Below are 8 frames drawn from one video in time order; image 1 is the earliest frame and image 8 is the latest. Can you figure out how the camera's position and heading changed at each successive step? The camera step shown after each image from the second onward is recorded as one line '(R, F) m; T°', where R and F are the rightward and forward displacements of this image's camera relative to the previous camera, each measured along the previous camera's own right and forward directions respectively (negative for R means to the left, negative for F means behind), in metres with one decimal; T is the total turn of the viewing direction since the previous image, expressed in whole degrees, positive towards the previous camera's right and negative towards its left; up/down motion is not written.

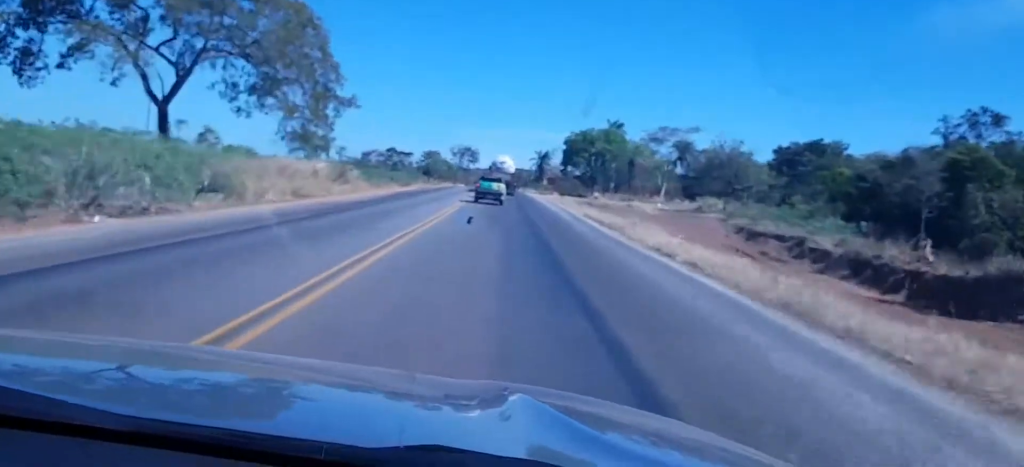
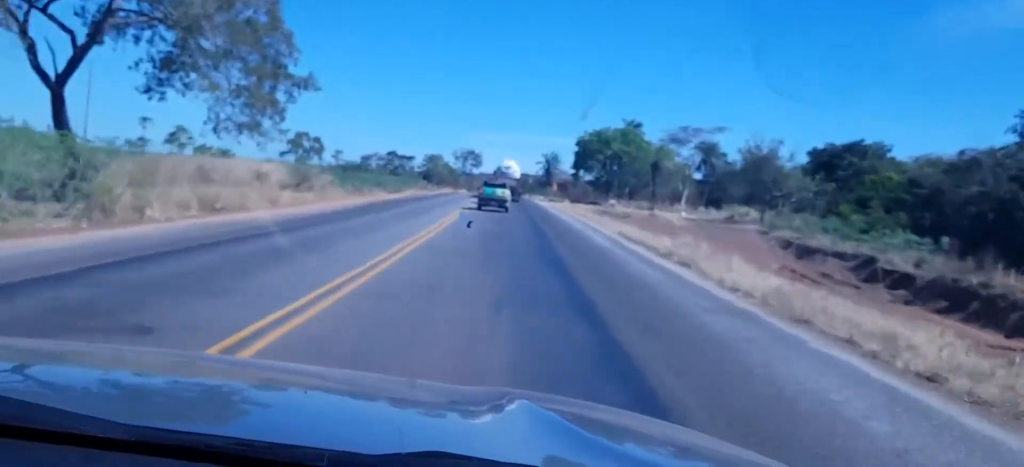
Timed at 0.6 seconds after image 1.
(-0.2, +13.1) m; 0°
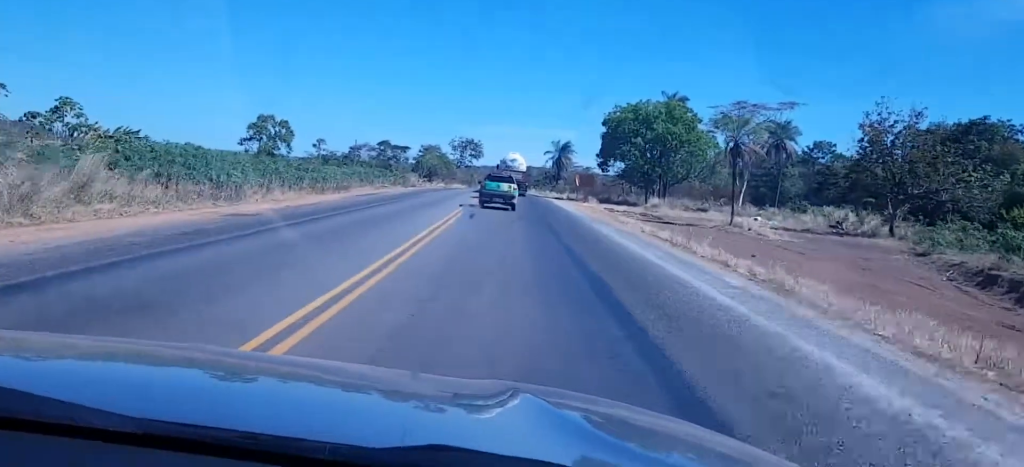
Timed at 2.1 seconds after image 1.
(+0.5, +31.9) m; +1°
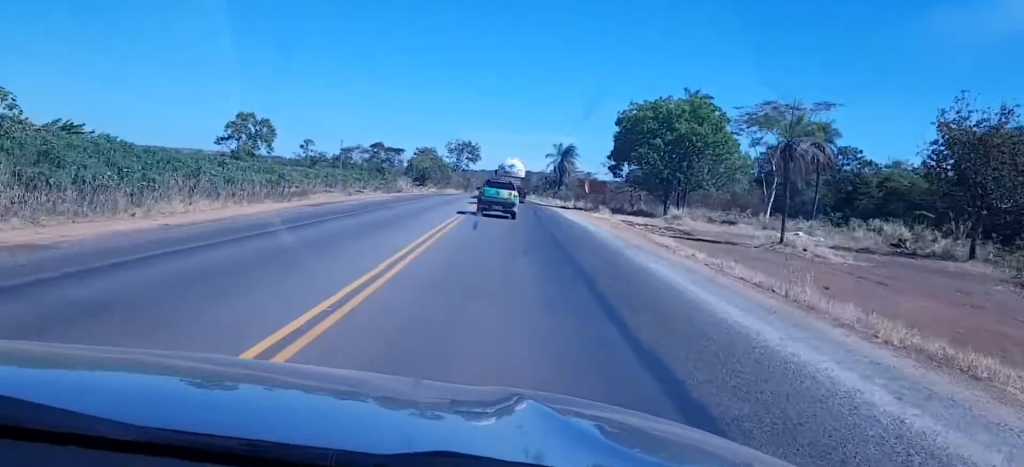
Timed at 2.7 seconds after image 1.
(-0.3, +11.2) m; +1°
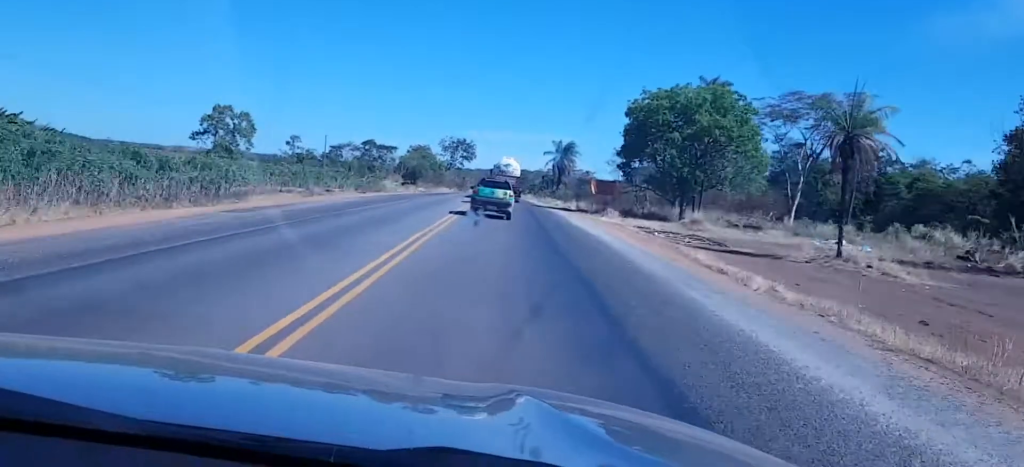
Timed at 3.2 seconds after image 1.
(-0.1, +9.5) m; 0°
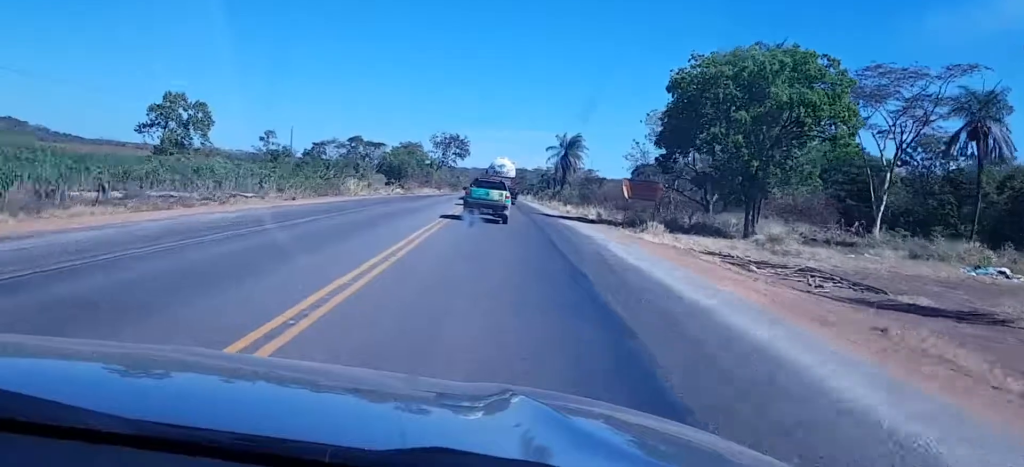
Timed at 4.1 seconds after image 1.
(+0.6, +18.6) m; +1°
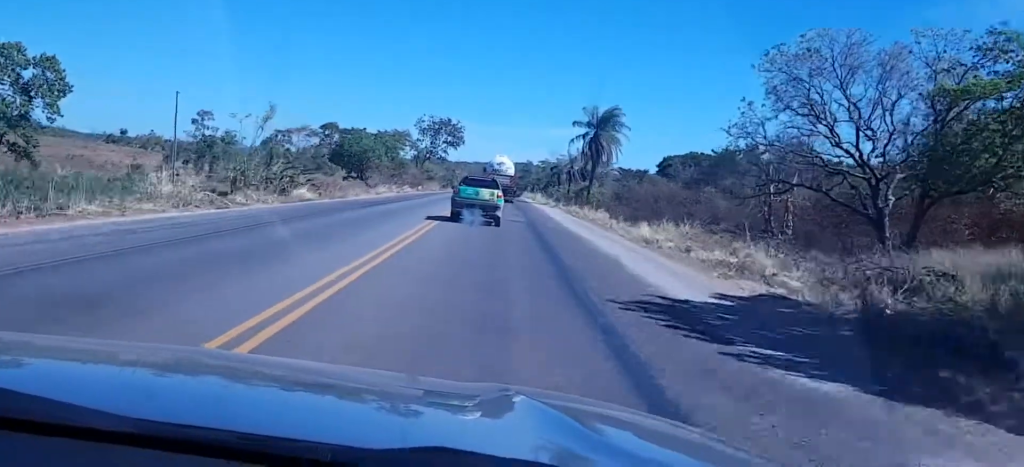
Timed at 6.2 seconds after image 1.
(-0.5, +39.4) m; -2°
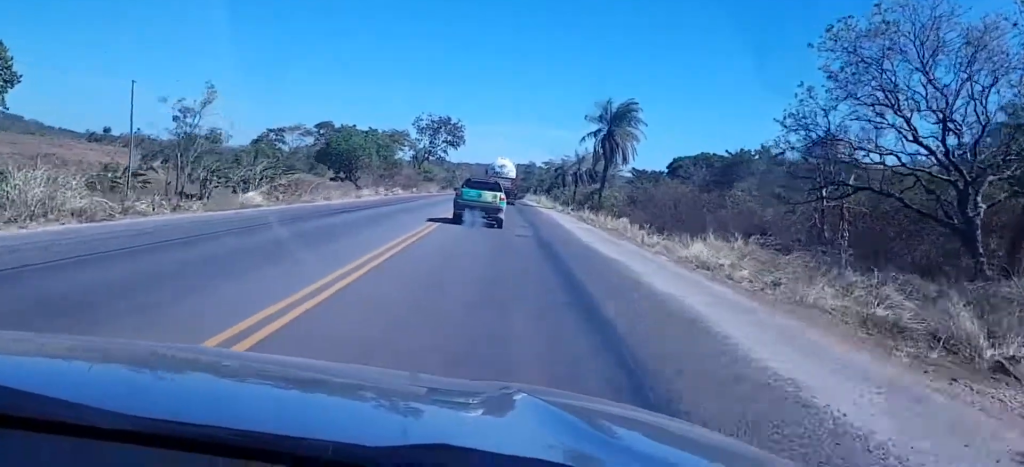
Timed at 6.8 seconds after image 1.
(-0.3, +9.5) m; -1°
